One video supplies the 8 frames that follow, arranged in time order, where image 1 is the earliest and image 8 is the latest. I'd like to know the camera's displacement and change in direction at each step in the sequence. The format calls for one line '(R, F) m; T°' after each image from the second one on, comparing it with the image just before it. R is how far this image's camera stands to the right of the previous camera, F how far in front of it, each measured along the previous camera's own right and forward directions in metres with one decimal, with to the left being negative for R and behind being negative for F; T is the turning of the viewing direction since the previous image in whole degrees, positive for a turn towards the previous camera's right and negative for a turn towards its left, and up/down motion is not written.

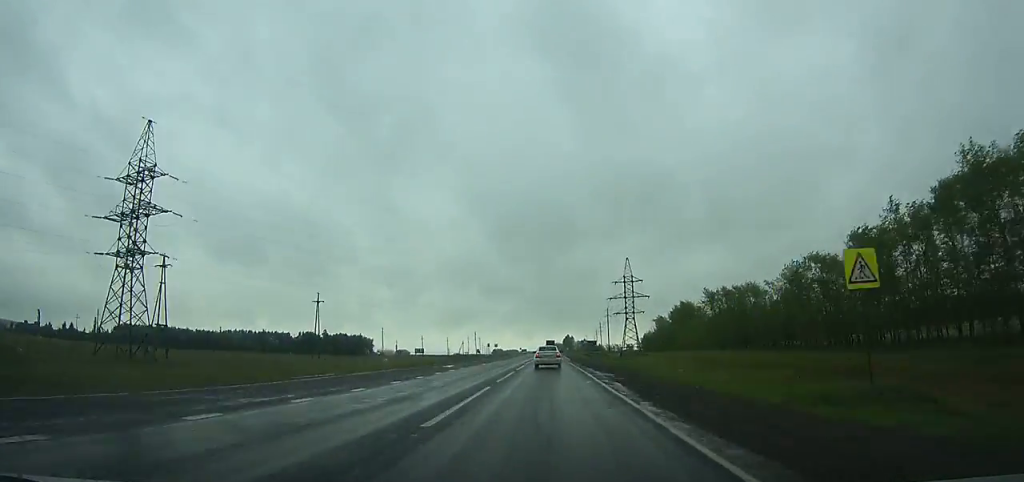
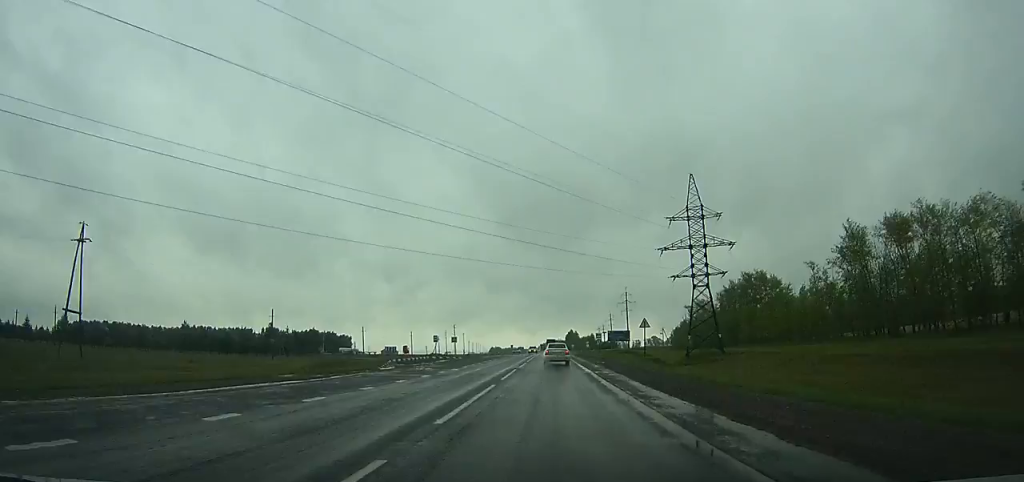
(-0.2, +70.9) m; 0°
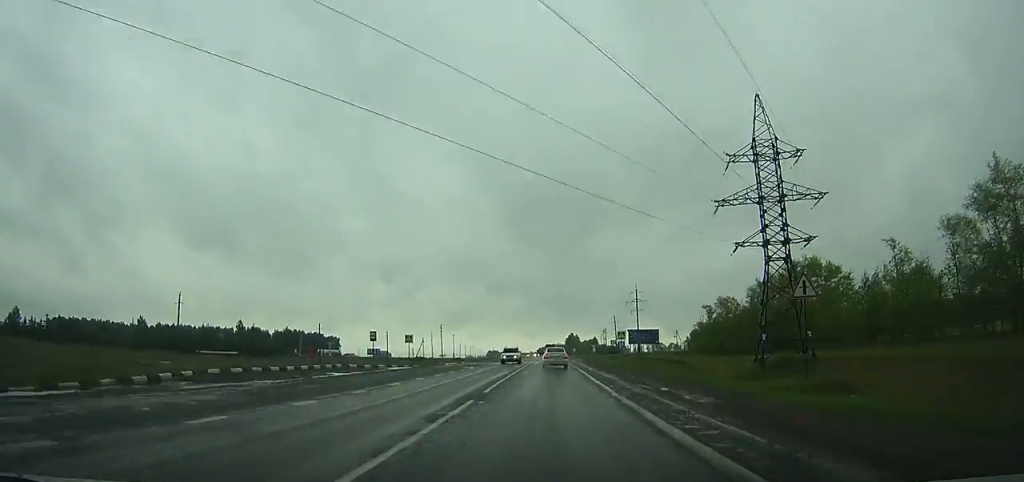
(-0.1, +28.2) m; 0°
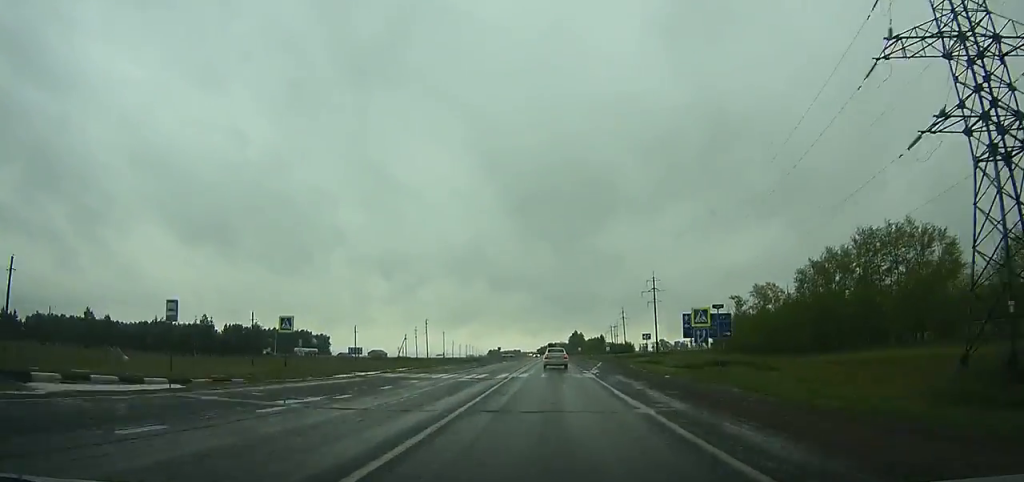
(0.0, +30.0) m; 0°
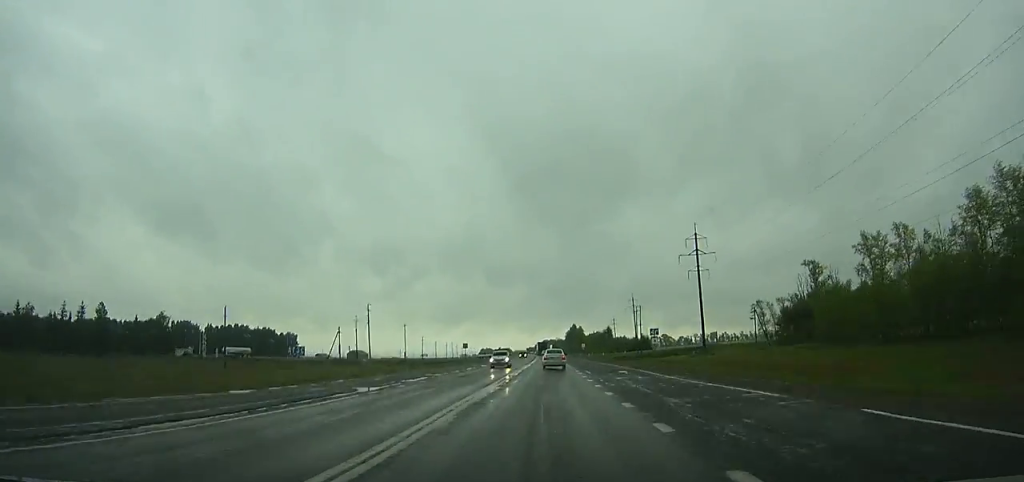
(+0.3, +56.7) m; 0°
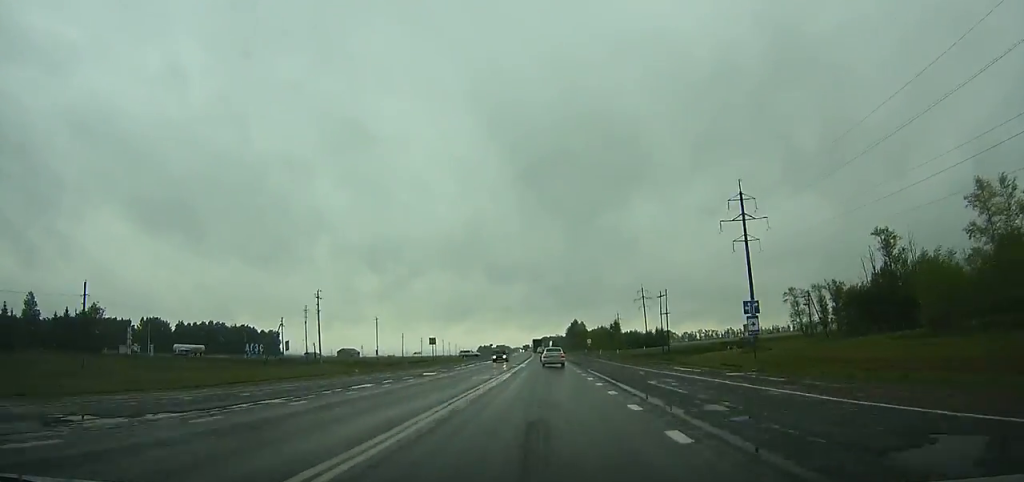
(+0.1, +28.6) m; 0°
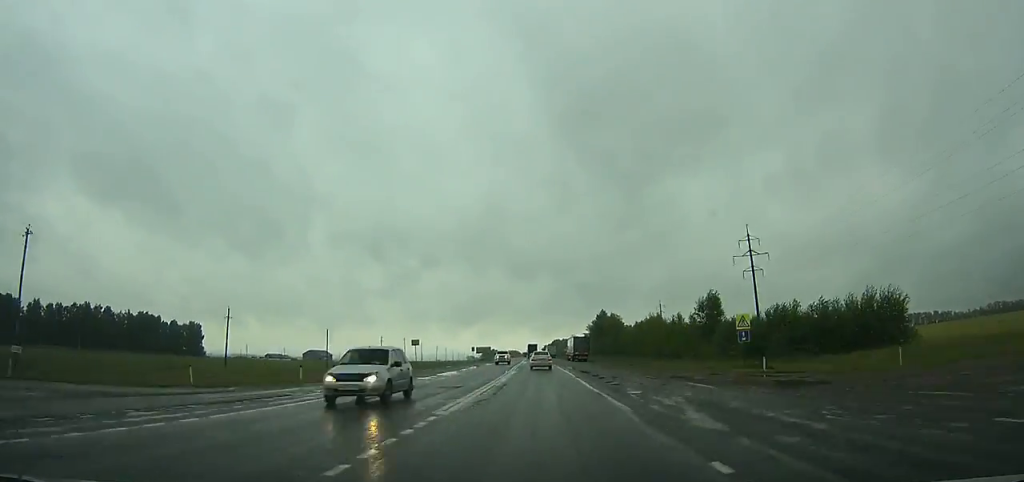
(-1.5, +112.9) m; -2°
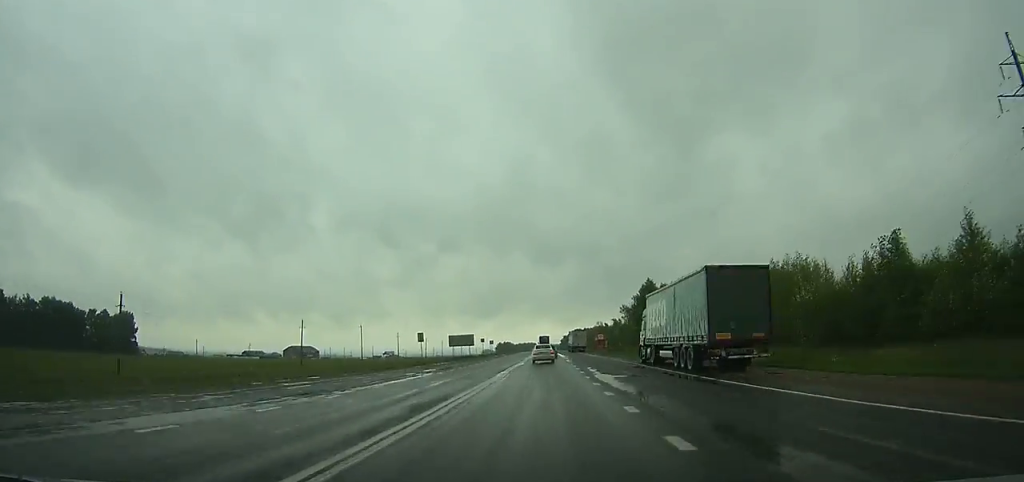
(-0.9, +72.1) m; -1°
